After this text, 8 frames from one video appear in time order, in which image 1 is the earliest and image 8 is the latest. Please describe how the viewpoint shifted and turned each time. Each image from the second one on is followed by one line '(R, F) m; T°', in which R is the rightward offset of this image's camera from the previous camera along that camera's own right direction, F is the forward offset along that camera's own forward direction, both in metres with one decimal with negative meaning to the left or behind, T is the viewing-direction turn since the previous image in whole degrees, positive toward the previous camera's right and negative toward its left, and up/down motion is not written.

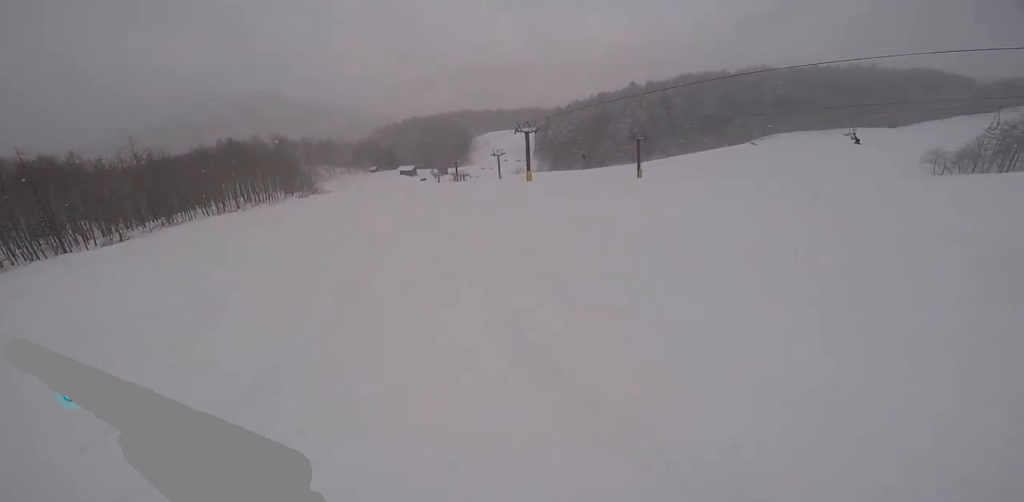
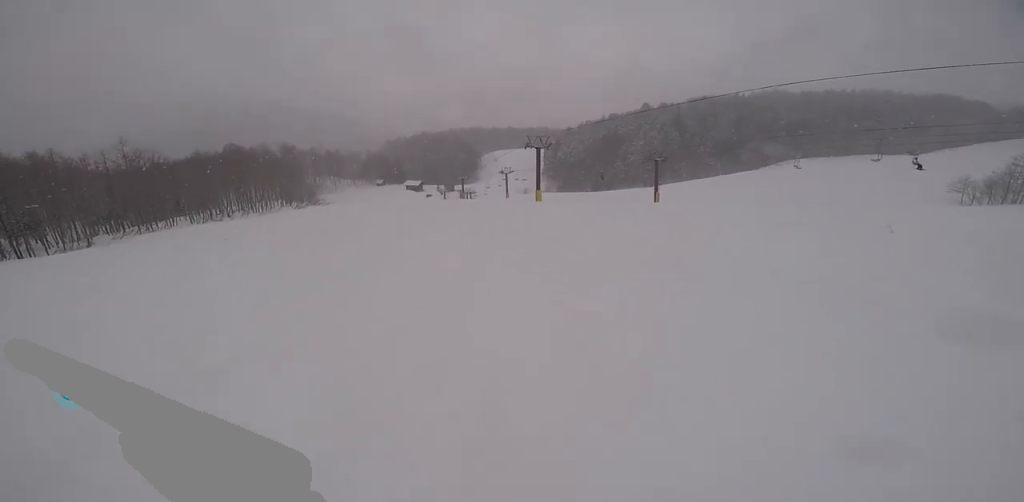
(+0.4, +4.3) m; +8°
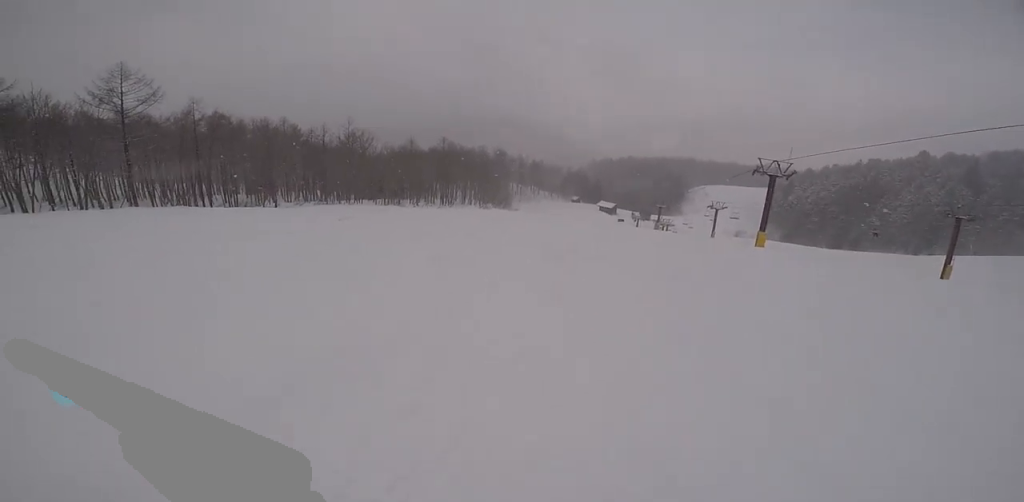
(-0.6, +8.8) m; -31°
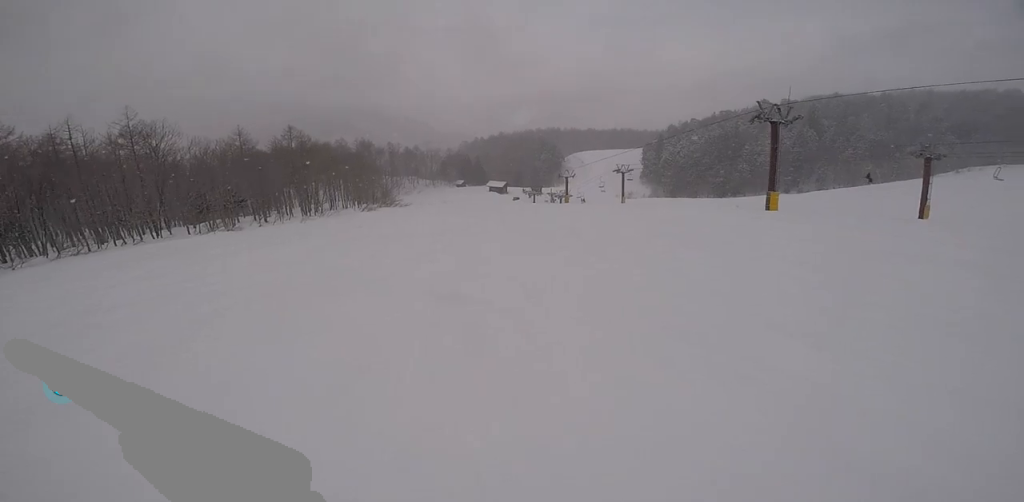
(-3.4, +16.0) m; +12°
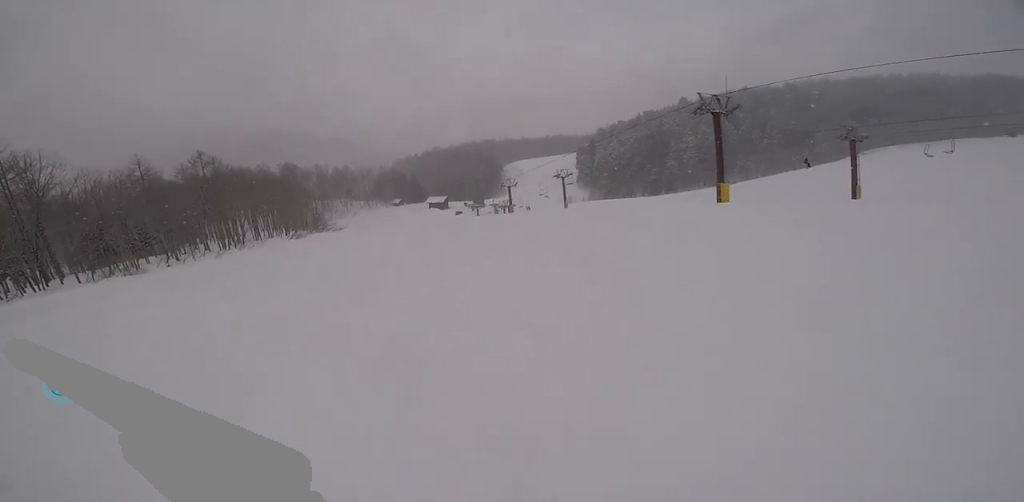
(+0.2, +2.5) m; +9°
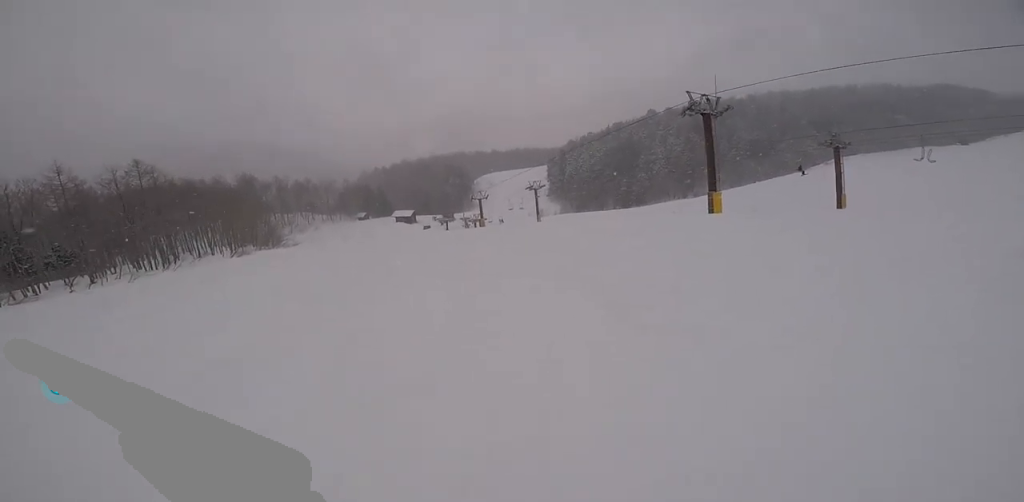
(+0.6, +3.8) m; +7°
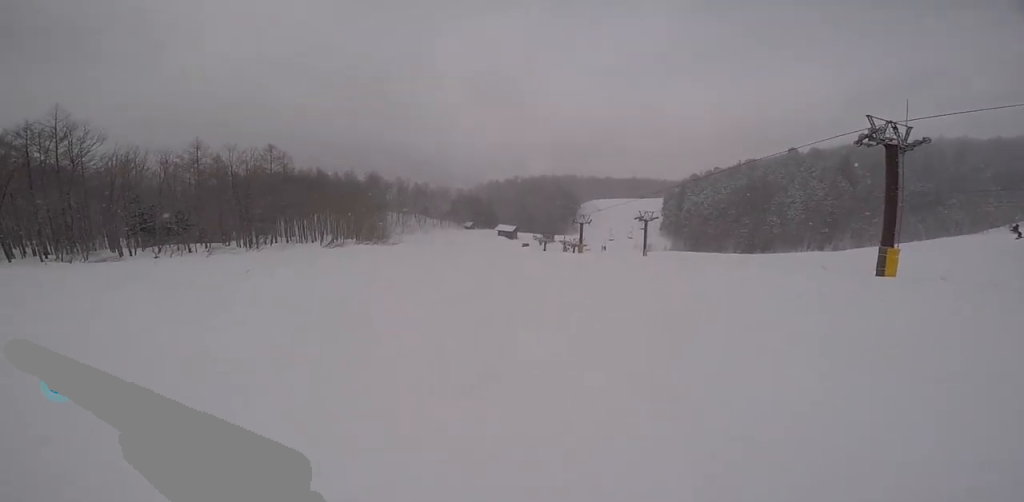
(+0.1, +4.1) m; -2°
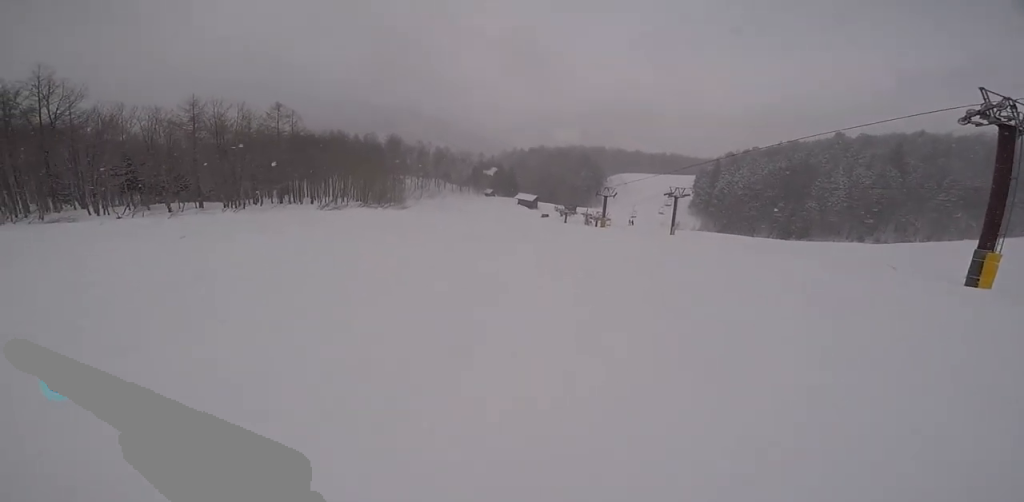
(0.0, +3.8) m; -8°
